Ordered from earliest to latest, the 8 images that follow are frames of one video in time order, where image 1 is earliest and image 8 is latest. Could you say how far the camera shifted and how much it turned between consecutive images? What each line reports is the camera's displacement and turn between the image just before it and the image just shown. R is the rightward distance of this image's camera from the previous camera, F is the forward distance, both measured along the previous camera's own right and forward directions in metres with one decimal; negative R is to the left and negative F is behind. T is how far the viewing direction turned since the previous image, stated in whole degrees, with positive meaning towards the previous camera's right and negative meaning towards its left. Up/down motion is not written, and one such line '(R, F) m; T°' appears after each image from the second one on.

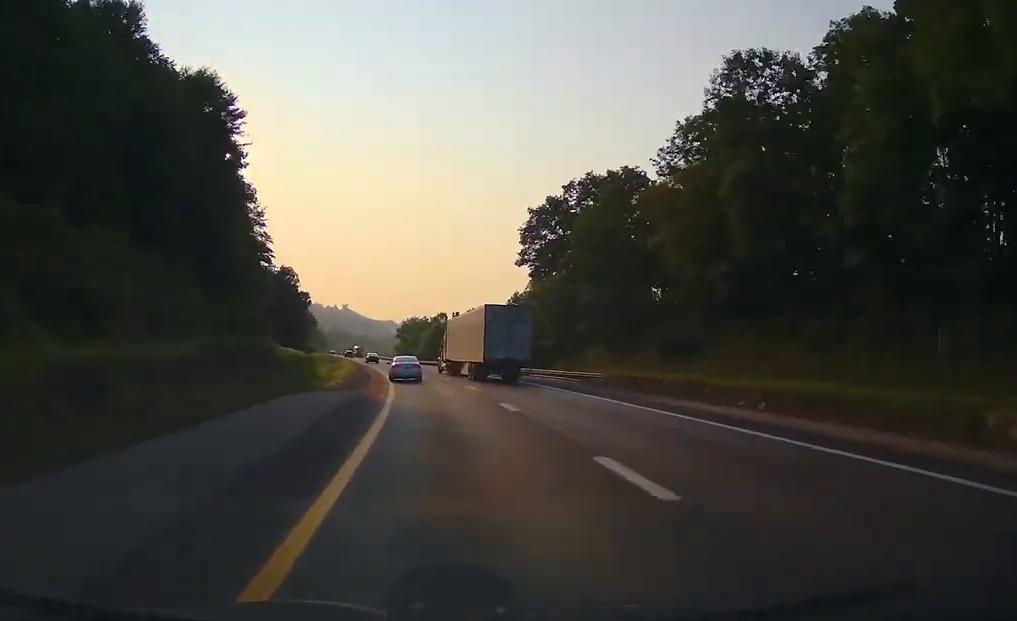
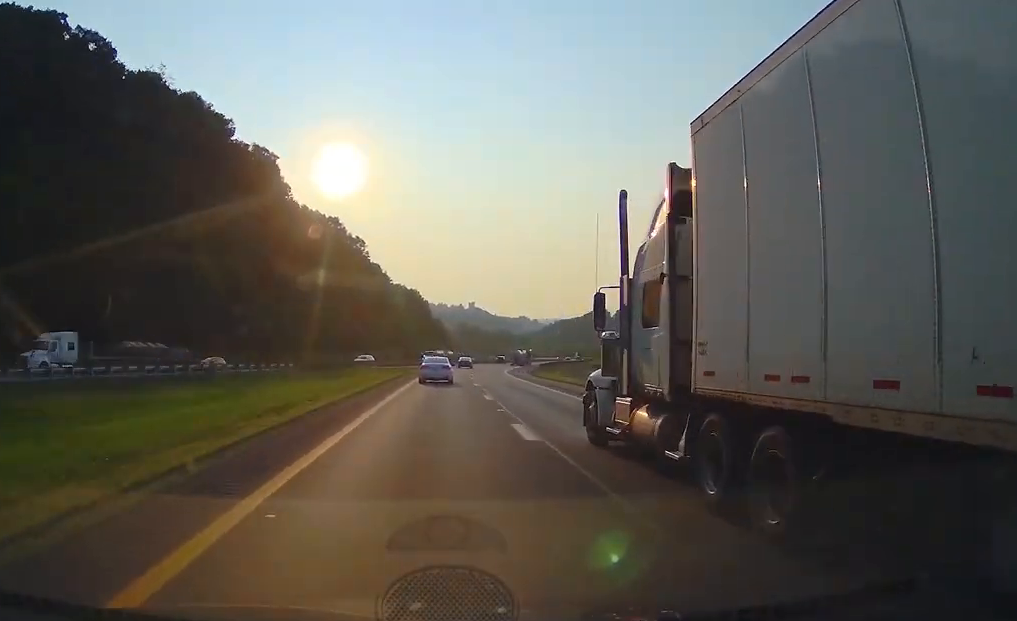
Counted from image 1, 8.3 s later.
(-29.2, +266.6) m; -3°
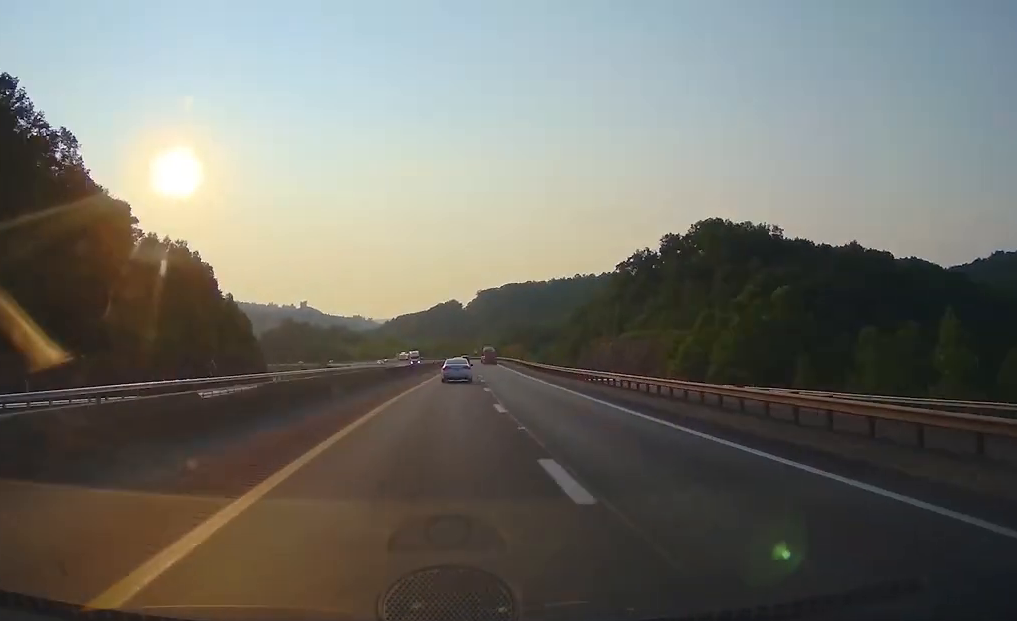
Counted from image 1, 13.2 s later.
(+13.1, +153.2) m; +9°
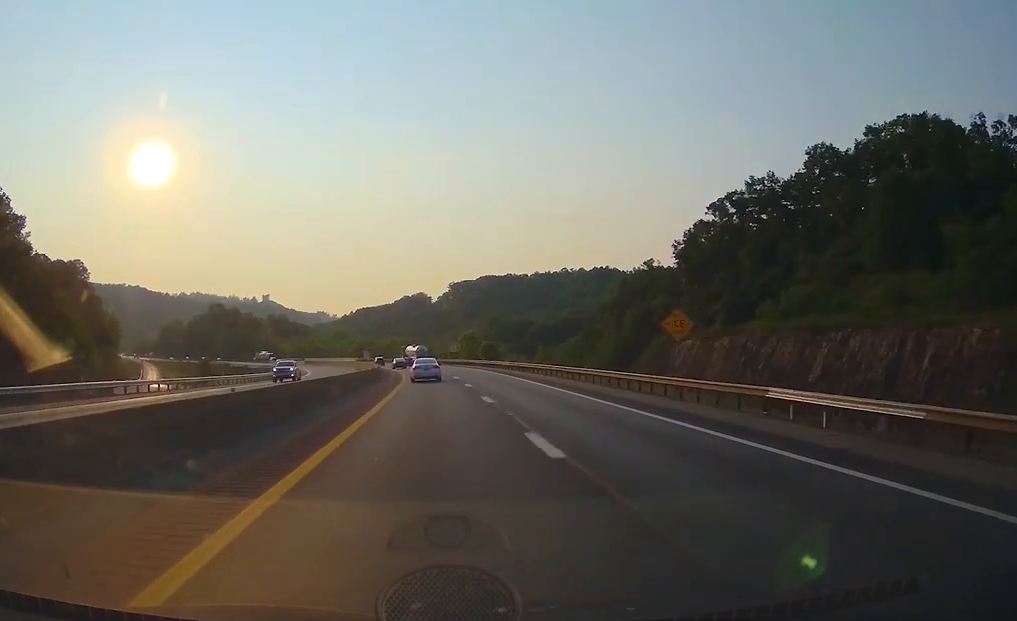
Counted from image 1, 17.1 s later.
(+4.2, +120.7) m; -3°
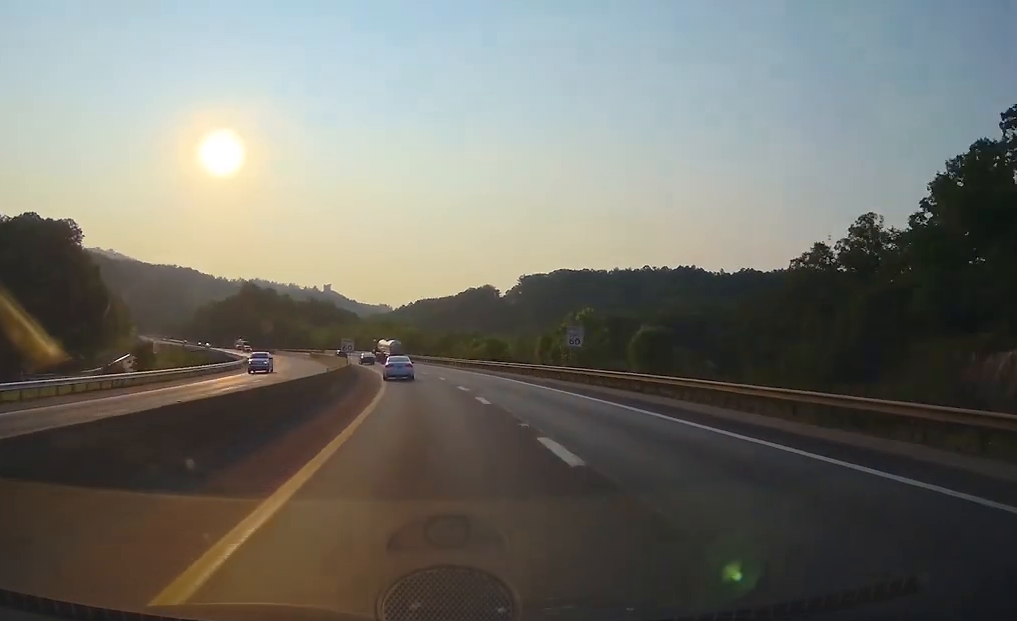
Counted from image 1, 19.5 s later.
(-3.4, +74.5) m; -7°
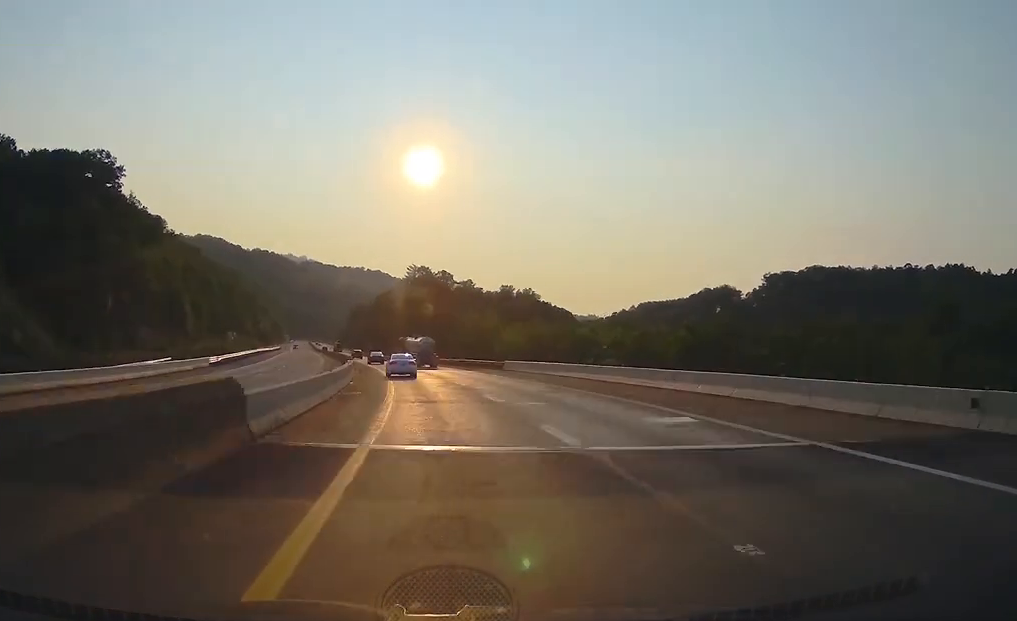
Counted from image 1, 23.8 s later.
(-17.8, +130.9) m; -14°
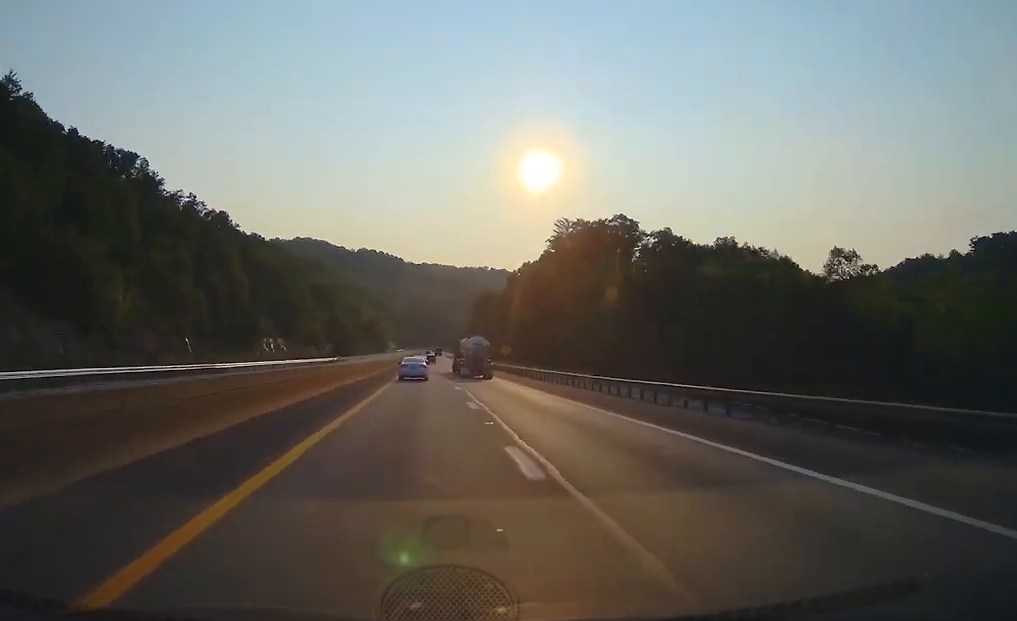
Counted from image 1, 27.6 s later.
(-11.9, +121.0) m; -7°
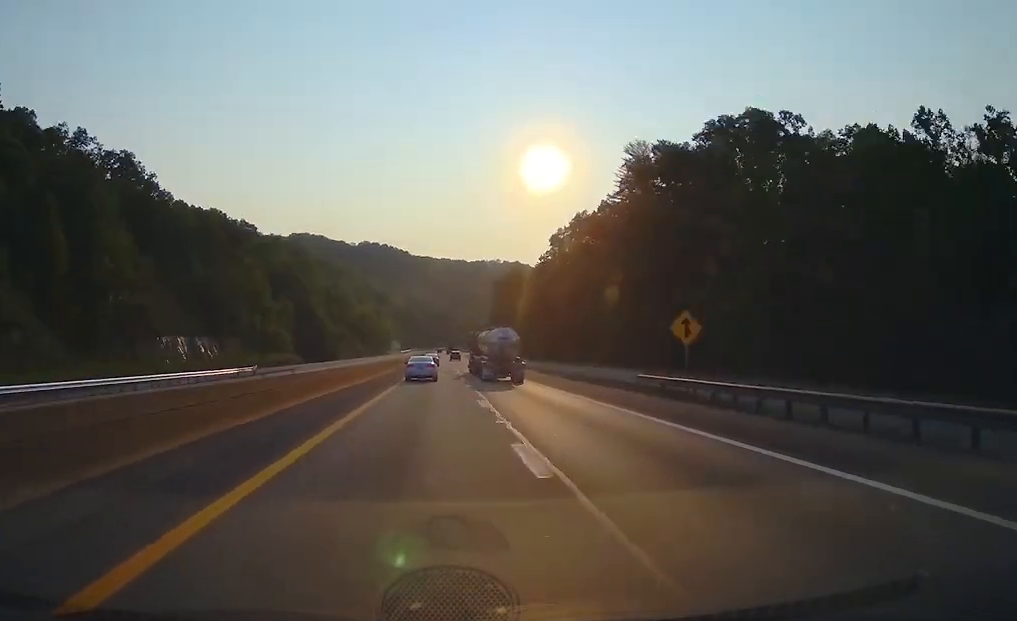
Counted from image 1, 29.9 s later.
(-1.6, +71.4) m; -1°
